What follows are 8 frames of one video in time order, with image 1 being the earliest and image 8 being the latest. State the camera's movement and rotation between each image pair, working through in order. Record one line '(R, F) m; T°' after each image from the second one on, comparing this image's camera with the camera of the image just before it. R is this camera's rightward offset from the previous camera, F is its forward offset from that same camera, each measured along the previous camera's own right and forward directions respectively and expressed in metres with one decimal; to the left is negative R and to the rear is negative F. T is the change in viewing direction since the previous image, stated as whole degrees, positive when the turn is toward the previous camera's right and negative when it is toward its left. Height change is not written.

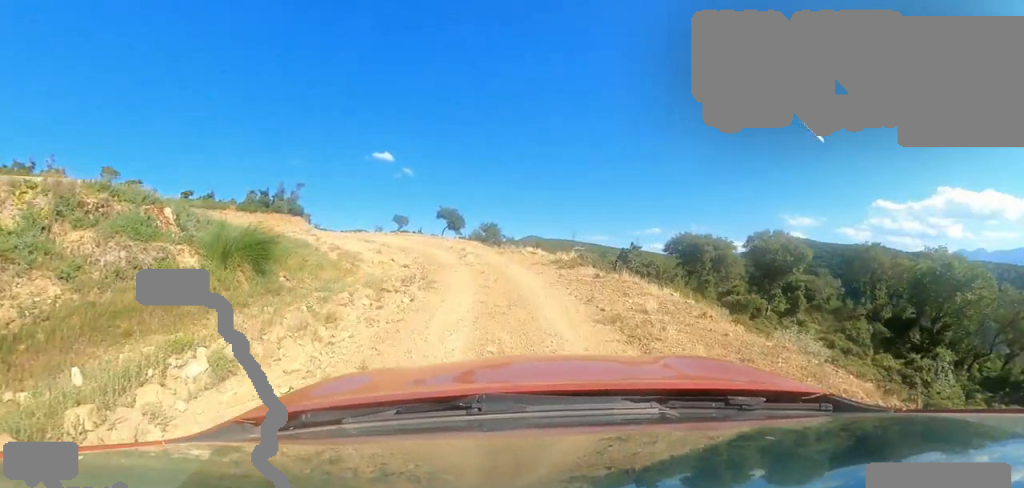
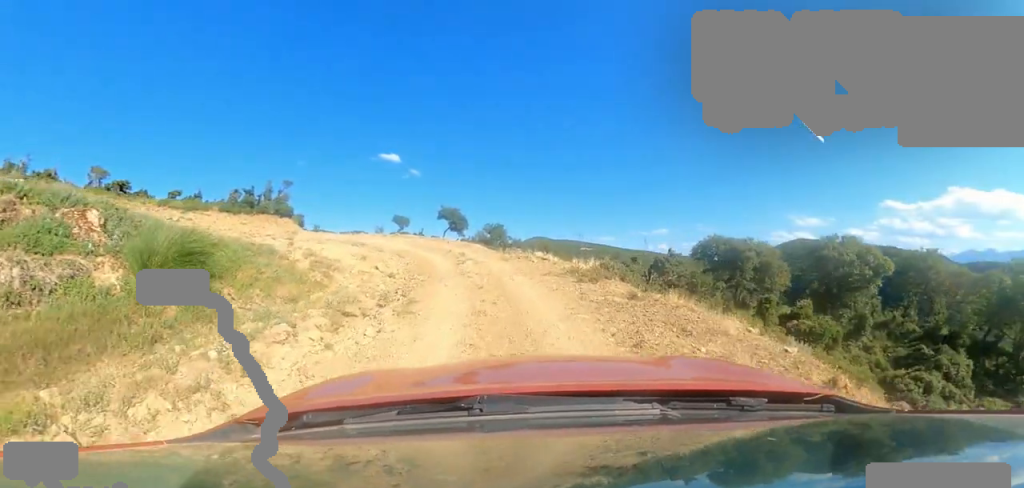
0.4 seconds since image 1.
(+0.2, +2.2) m; 0°
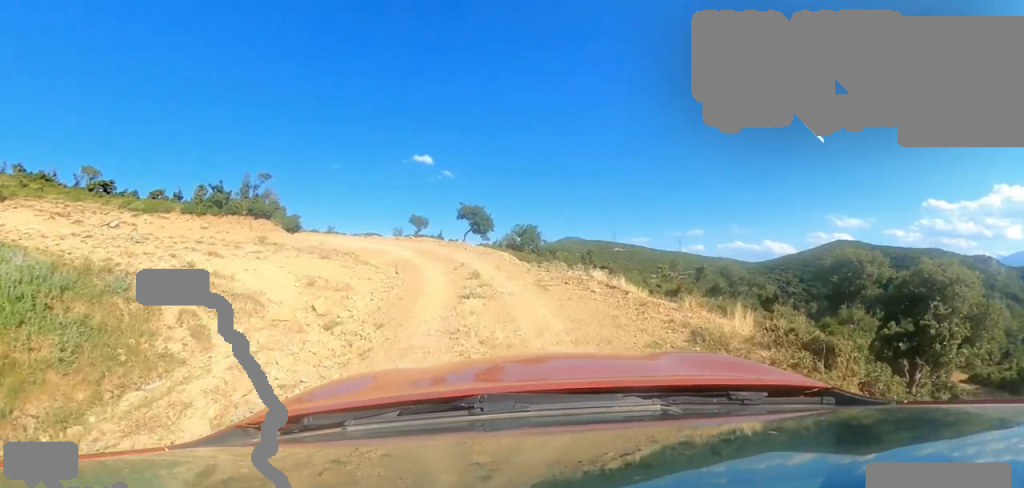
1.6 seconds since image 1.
(0.0, +5.5) m; -11°
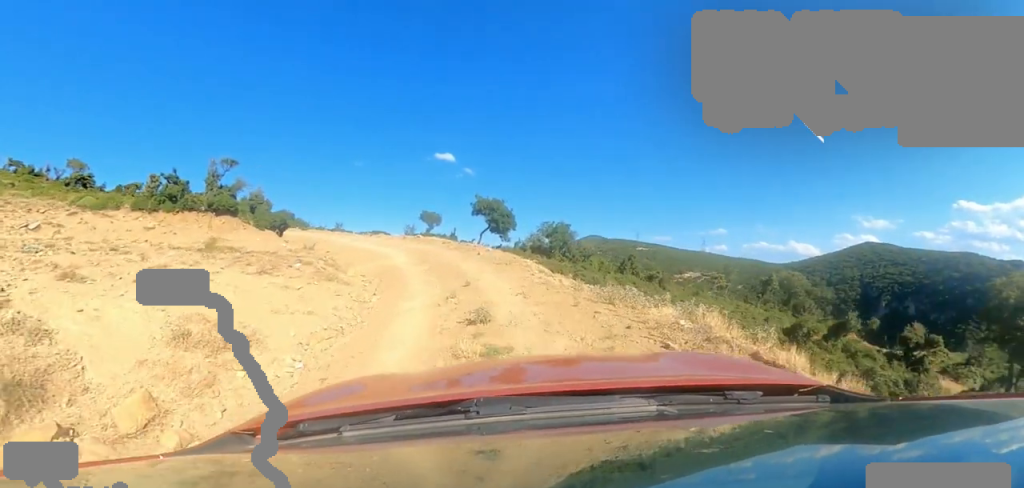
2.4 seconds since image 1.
(-0.6, +4.2) m; -10°
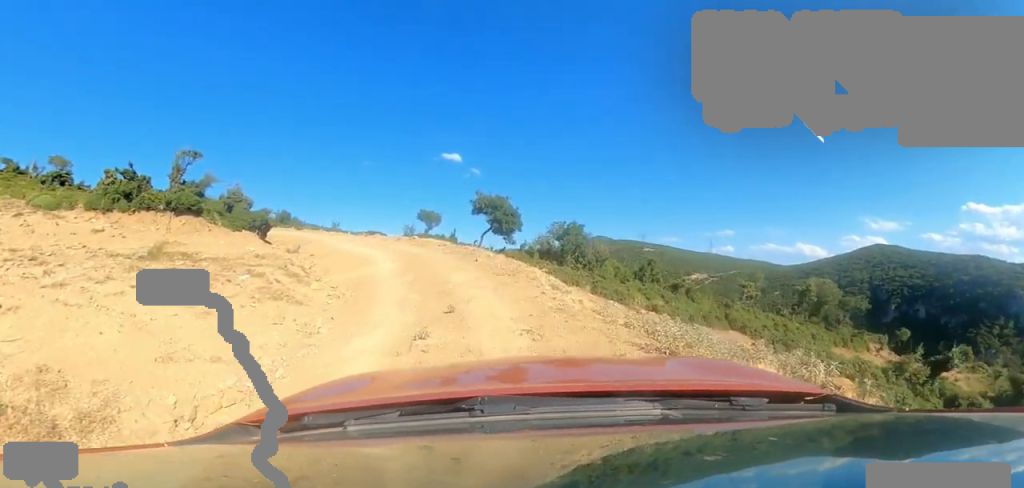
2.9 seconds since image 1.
(-0.4, +2.4) m; -2°
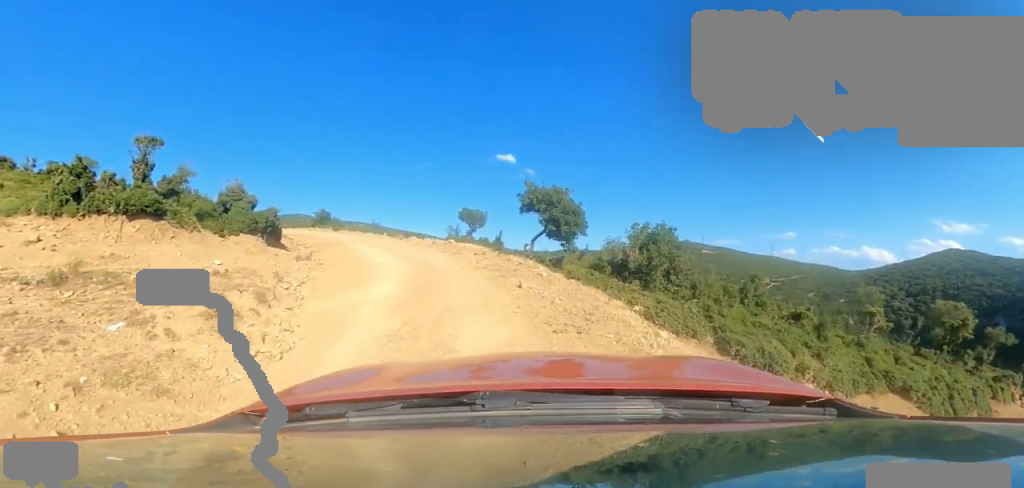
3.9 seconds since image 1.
(+0.5, +4.4) m; -14°
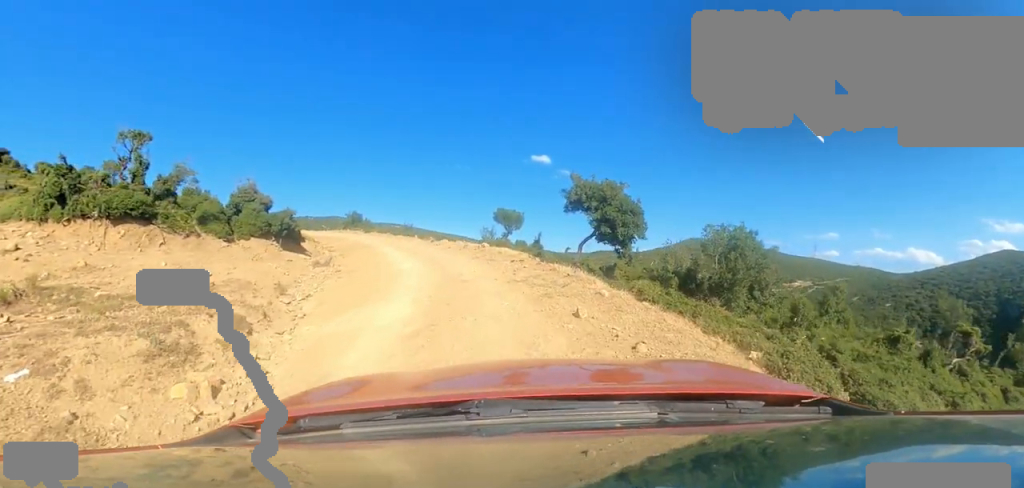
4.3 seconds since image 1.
(-0.4, +1.9) m; -4°
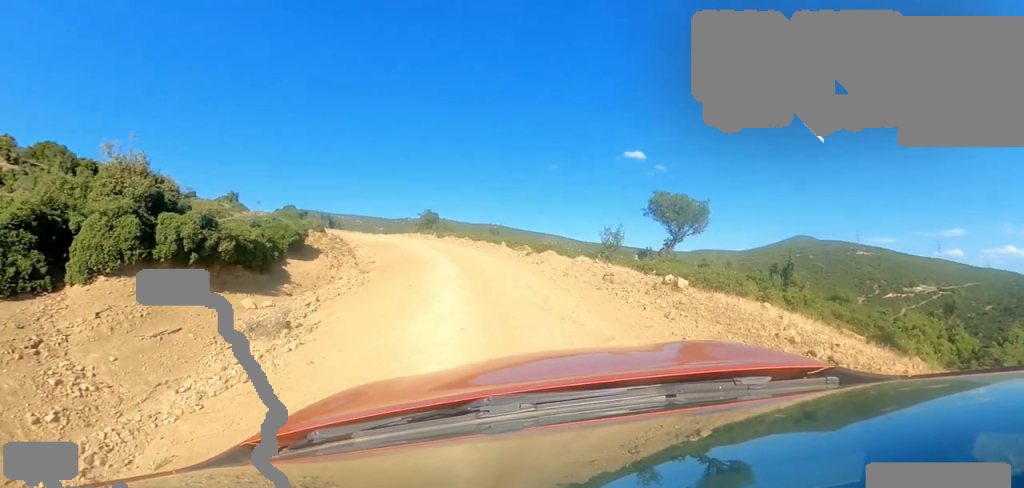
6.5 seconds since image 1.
(-0.9, +9.8) m; -11°
